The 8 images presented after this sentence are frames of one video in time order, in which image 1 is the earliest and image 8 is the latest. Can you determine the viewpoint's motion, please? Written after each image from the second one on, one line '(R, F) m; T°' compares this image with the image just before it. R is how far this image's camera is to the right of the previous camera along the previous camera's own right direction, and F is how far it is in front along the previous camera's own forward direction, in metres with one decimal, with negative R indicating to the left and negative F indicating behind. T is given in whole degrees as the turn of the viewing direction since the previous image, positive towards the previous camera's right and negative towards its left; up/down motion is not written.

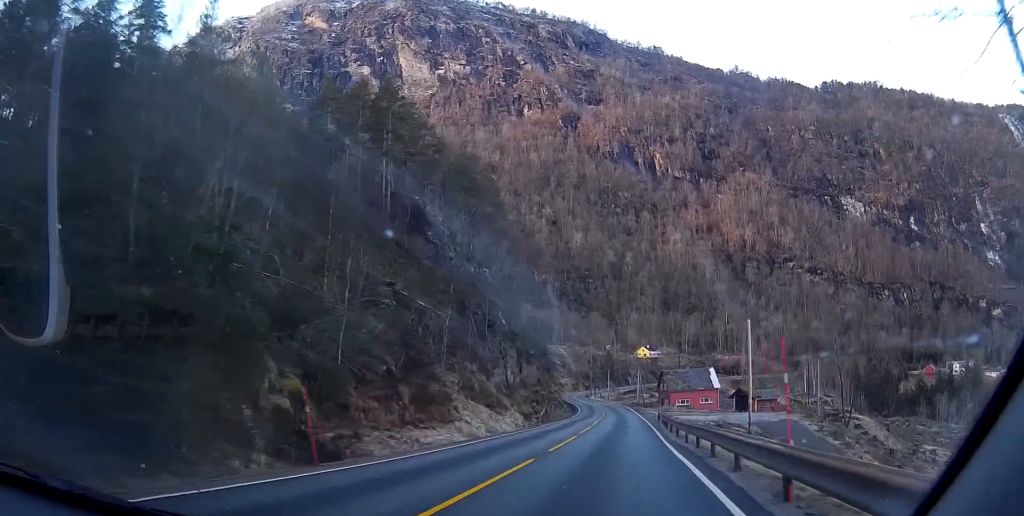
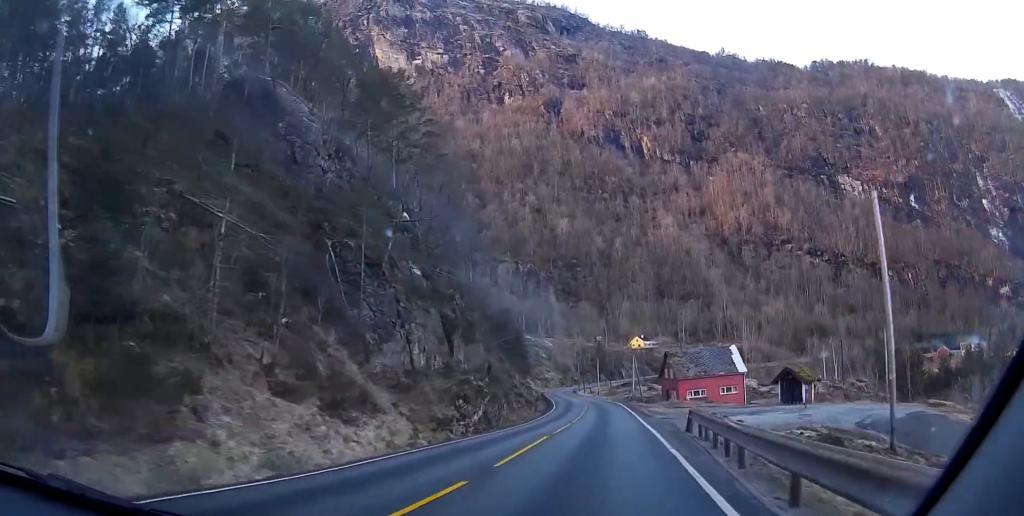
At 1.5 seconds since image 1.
(0.0, +29.1) m; +1°
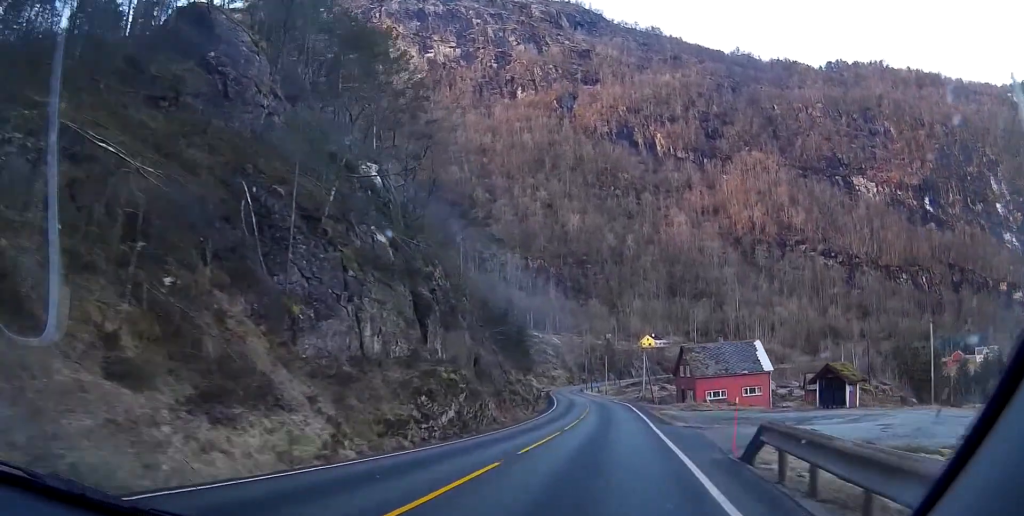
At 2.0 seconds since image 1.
(0.0, +9.5) m; 0°
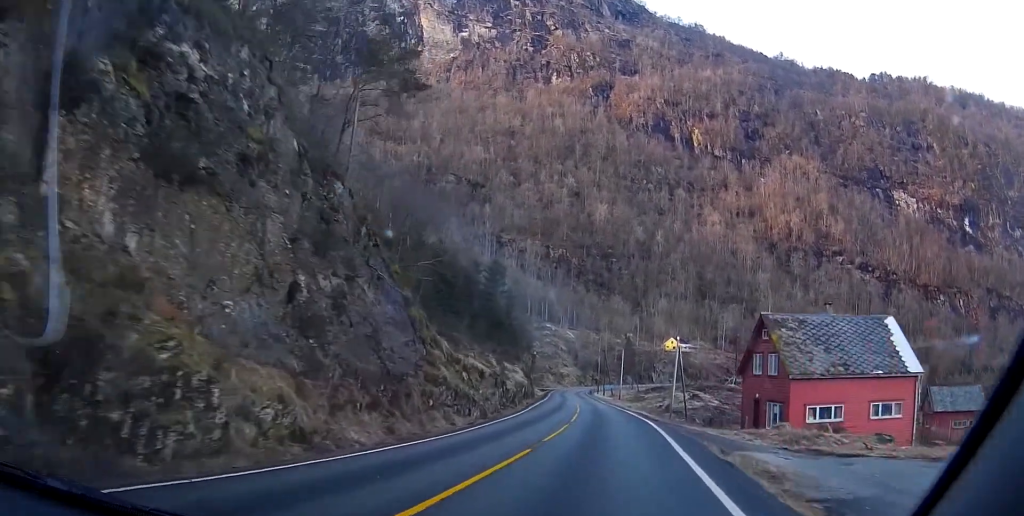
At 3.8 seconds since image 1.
(-0.2, +33.2) m; -2°
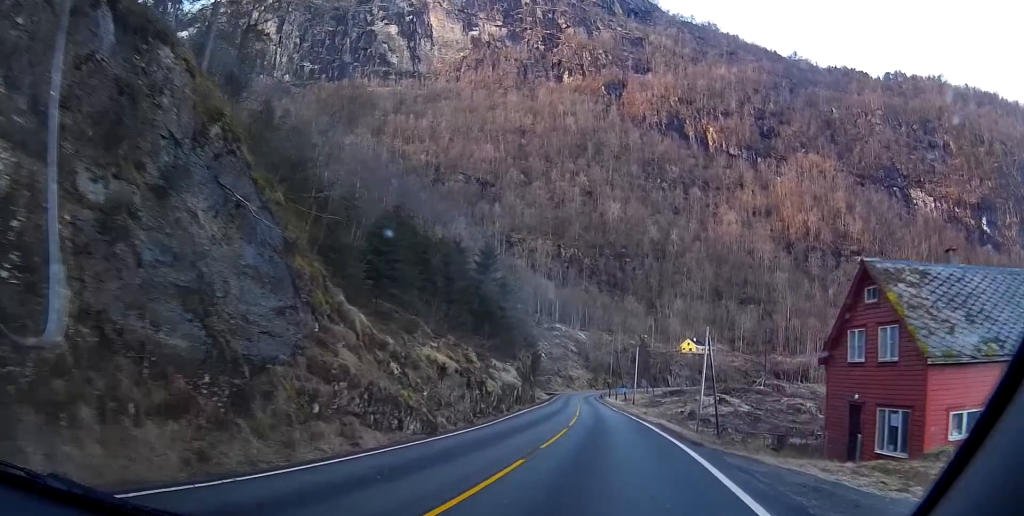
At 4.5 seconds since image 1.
(-0.1, +14.6) m; 0°
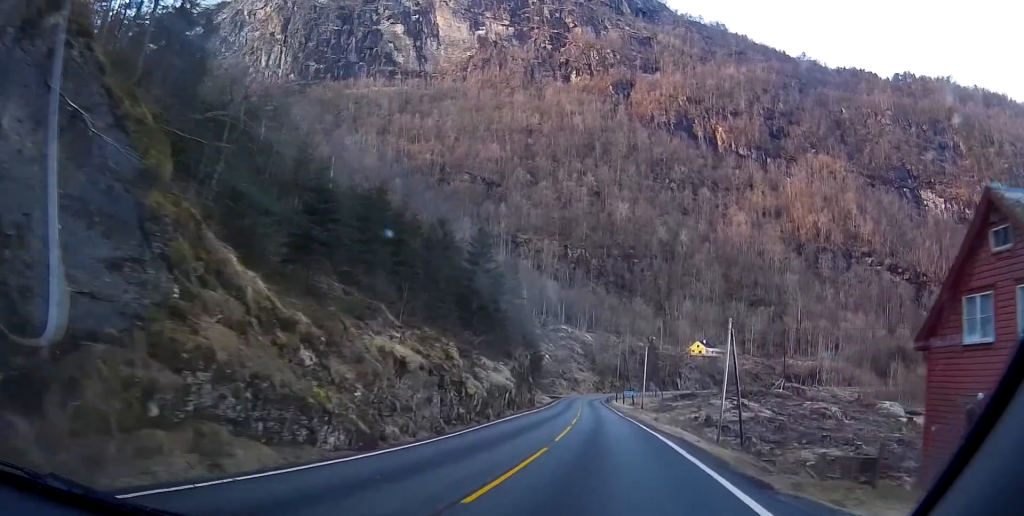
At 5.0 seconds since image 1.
(0.0, +8.2) m; 0°
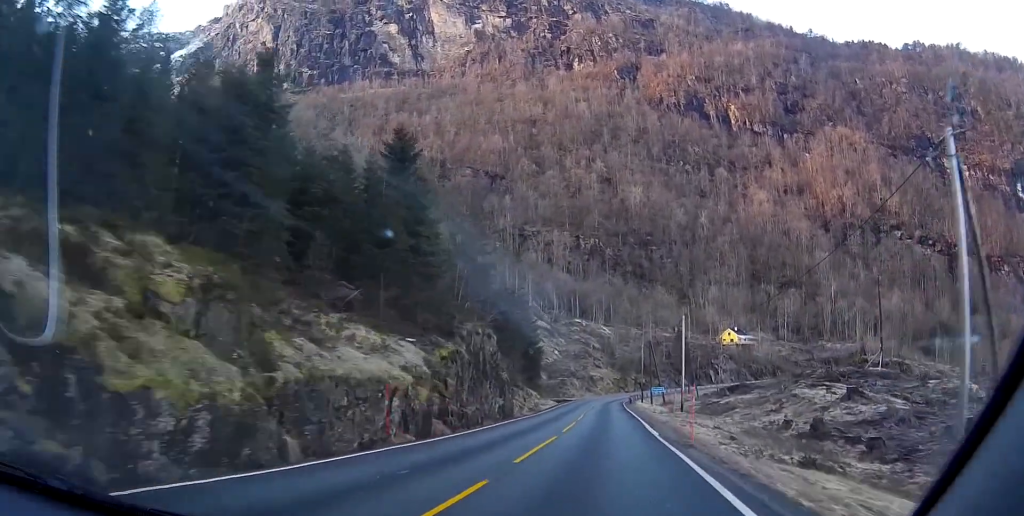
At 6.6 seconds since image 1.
(0.0, +31.8) m; -2°
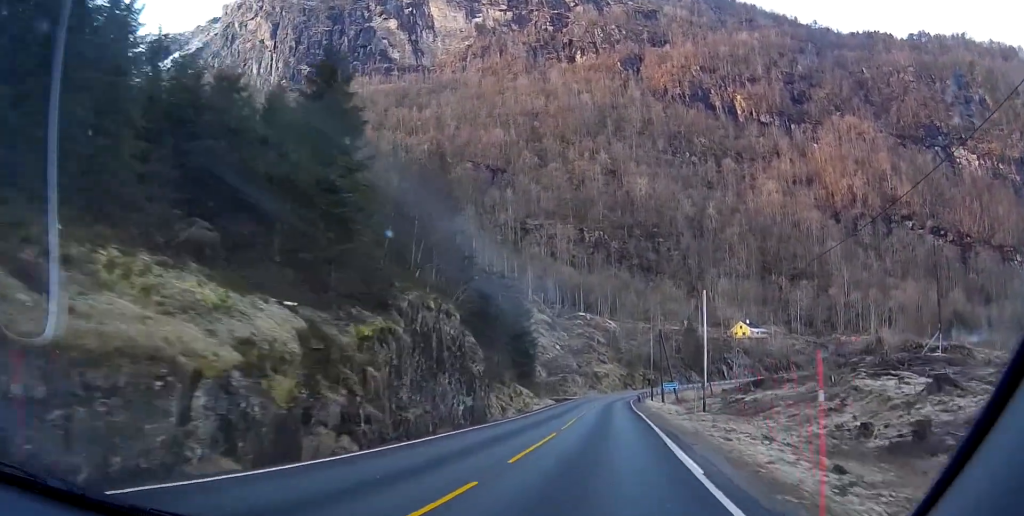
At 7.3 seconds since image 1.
(-0.3, +12.5) m; -2°
